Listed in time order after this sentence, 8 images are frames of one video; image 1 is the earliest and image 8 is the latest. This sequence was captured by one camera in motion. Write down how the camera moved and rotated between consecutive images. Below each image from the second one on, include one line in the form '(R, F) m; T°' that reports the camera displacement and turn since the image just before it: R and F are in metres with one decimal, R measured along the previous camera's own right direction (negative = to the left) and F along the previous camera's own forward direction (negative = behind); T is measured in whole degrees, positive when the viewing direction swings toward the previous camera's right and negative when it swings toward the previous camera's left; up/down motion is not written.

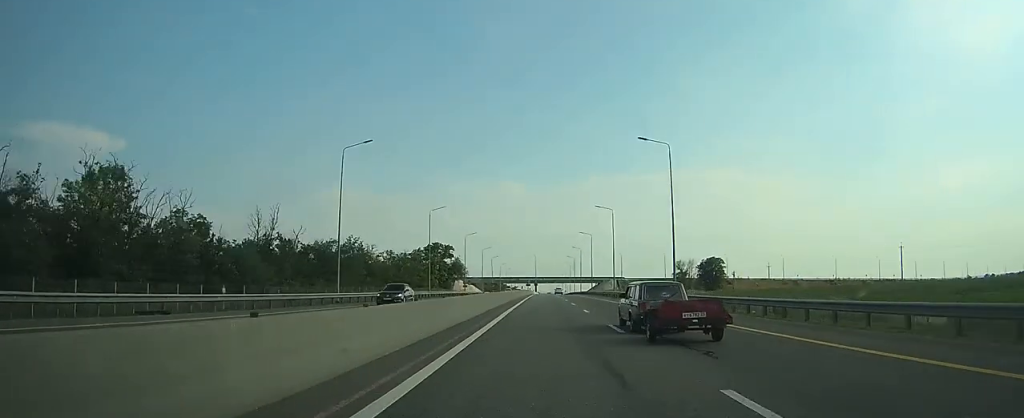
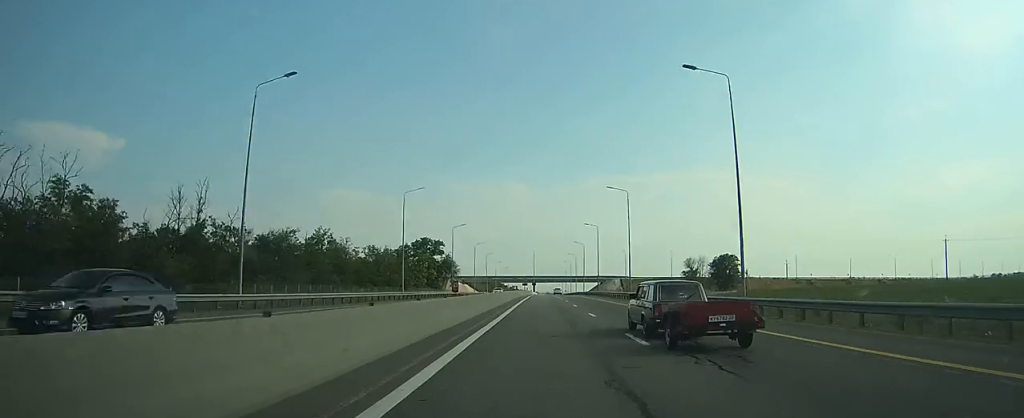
(0.0, +15.7) m; 0°
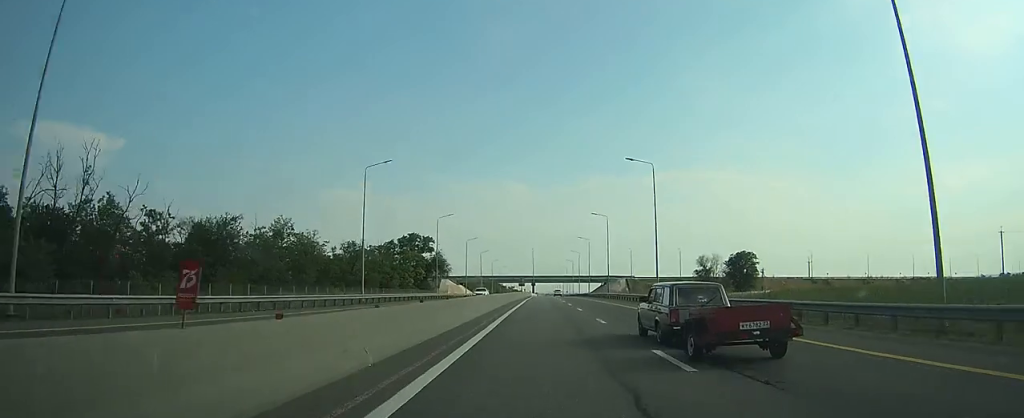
(0.0, +15.6) m; 0°
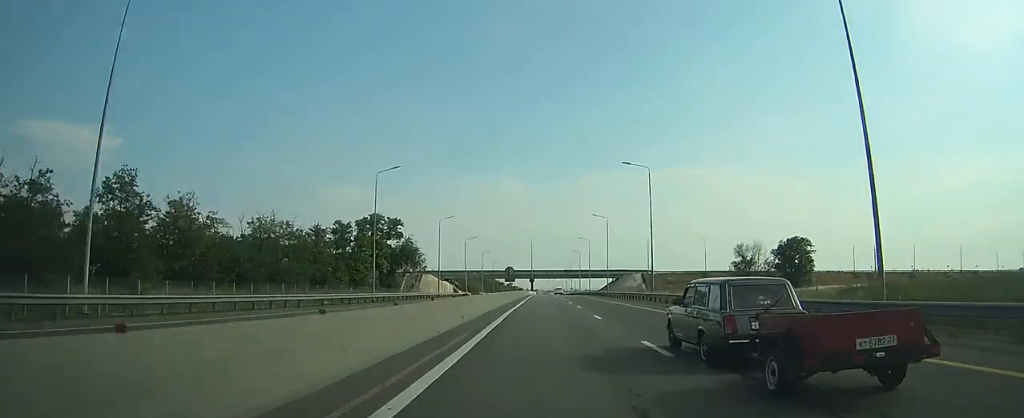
(0.0, +34.5) m; 0°
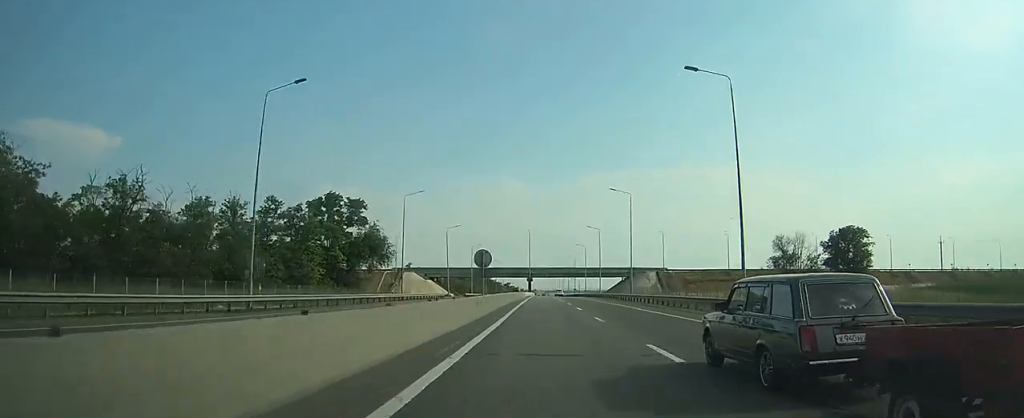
(0.0, +24.4) m; 0°
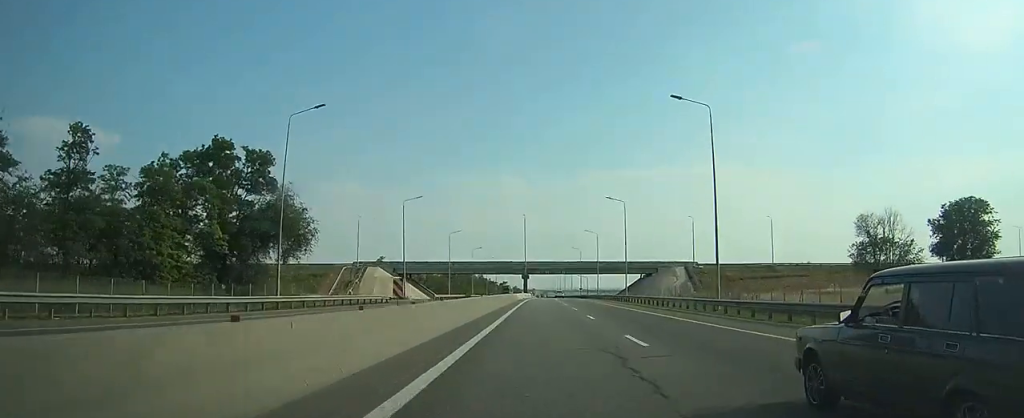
(0.0, +33.3) m; 0°
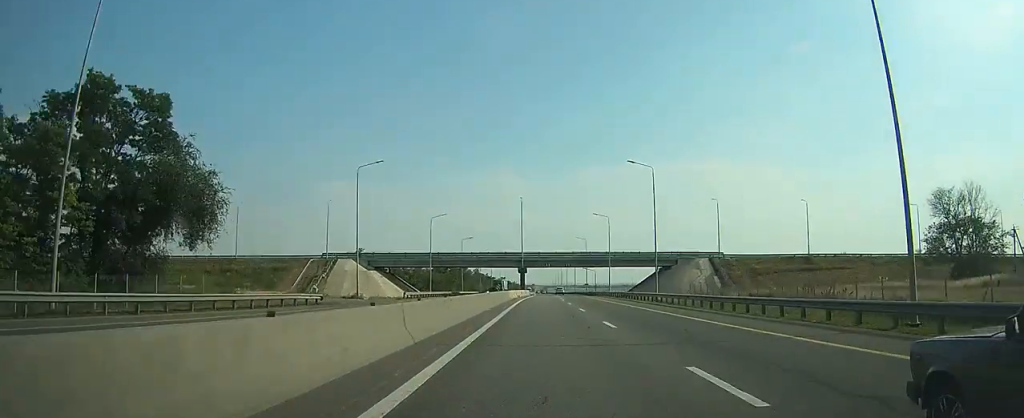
(0.0, +18.9) m; 0°
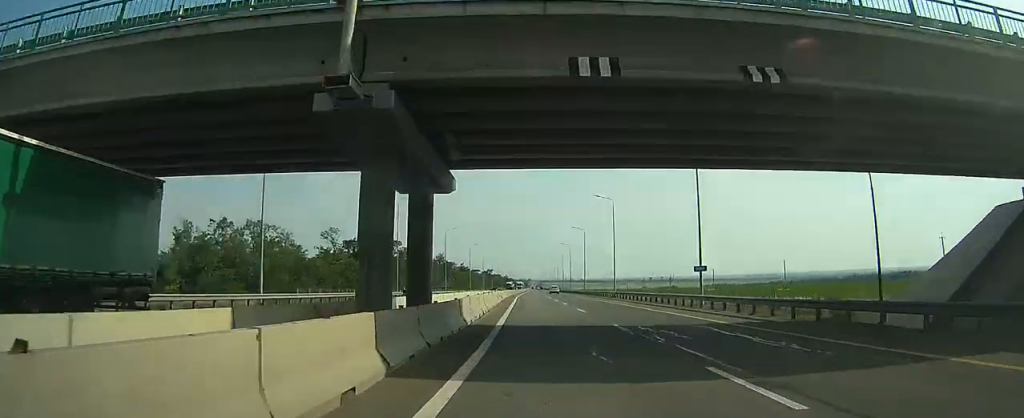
(0.0, +95.5) m; 0°
